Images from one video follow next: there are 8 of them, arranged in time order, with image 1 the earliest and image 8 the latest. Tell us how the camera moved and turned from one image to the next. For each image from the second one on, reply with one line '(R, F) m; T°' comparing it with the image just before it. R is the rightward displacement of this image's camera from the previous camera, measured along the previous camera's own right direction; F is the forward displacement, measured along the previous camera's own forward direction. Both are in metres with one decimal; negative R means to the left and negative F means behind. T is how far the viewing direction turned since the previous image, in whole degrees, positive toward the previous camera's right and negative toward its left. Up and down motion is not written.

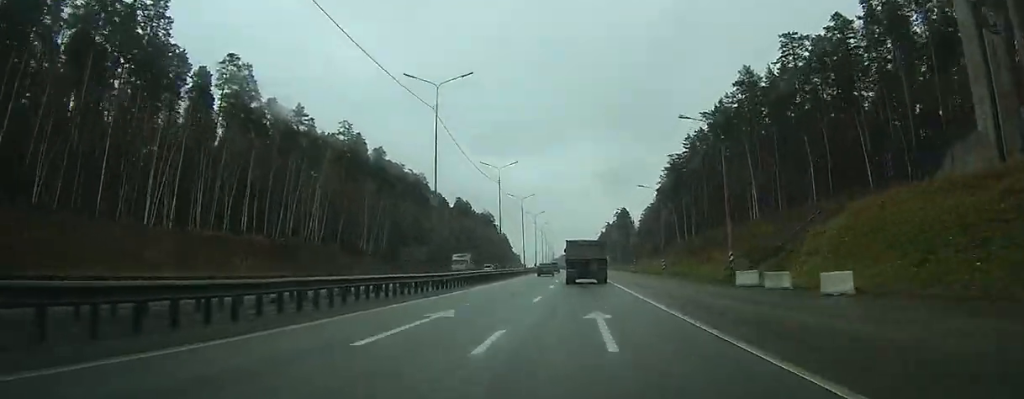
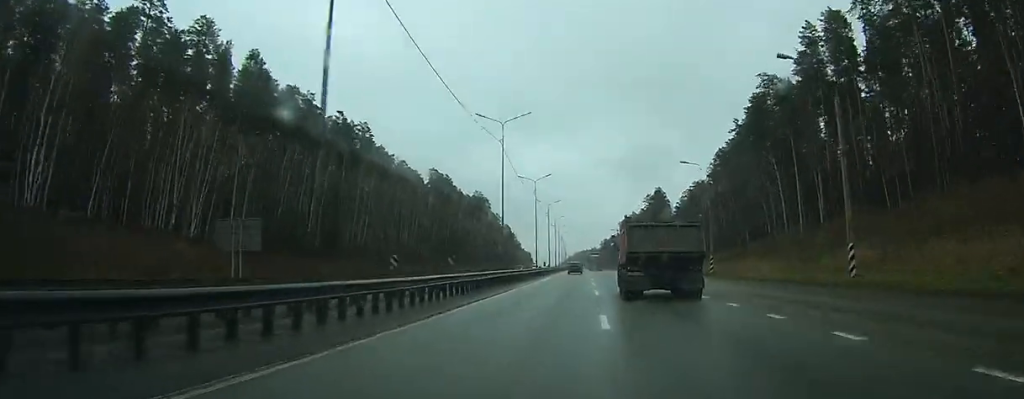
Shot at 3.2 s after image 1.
(0.0, +79.4) m; +1°
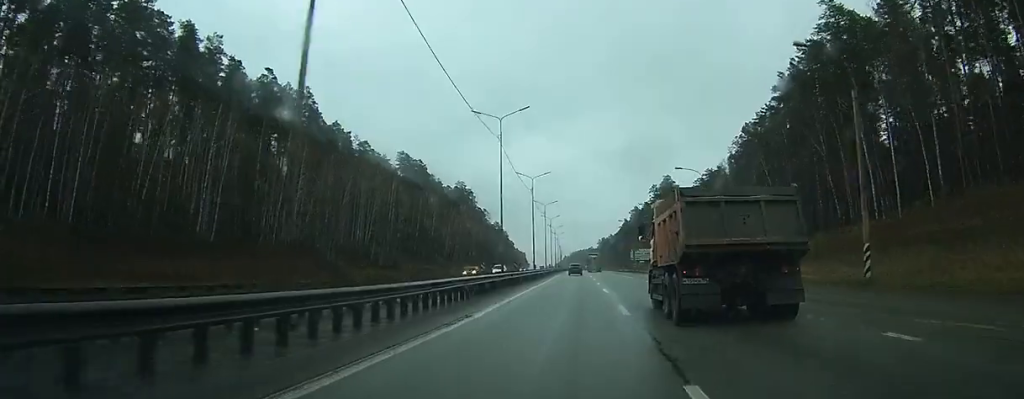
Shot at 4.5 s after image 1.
(+0.7, +32.1) m; 0°
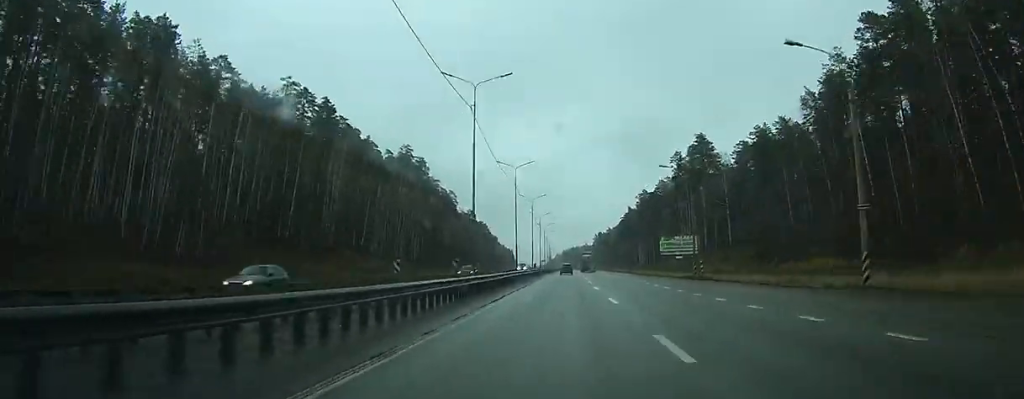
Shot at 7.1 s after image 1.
(-1.1, +66.9) m; +1°
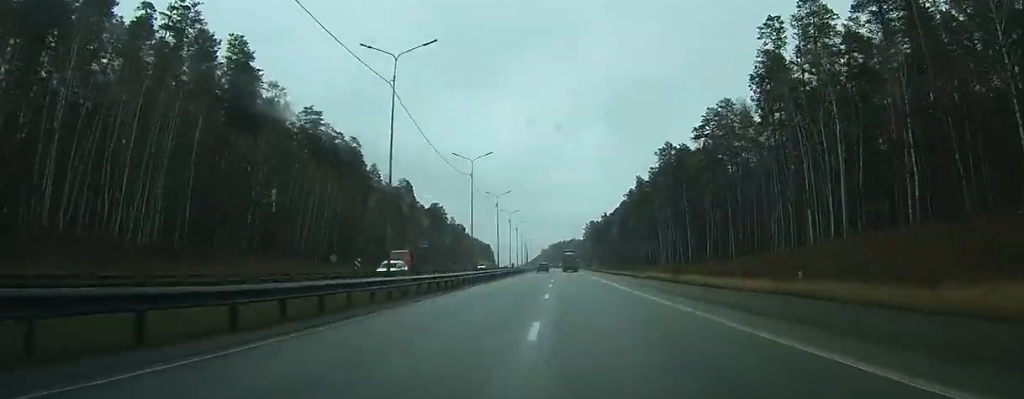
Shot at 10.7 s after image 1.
(+0.4, +93.7) m; -1°
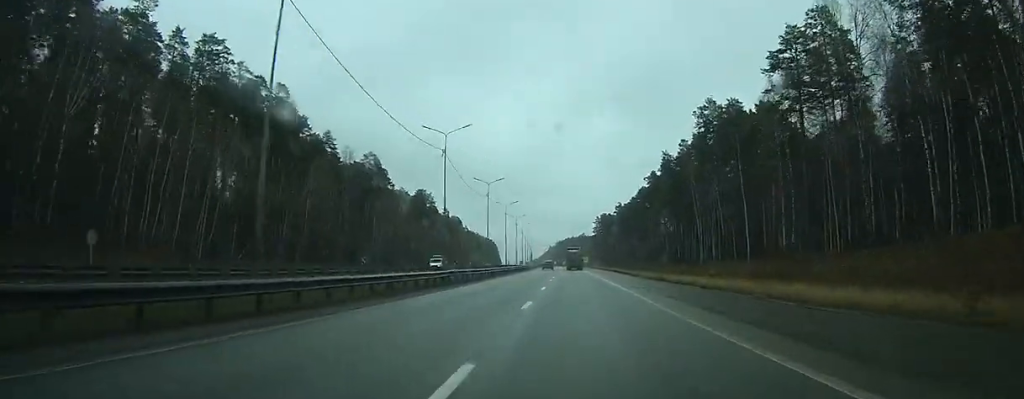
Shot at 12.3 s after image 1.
(+0.6, +41.7) m; 0°
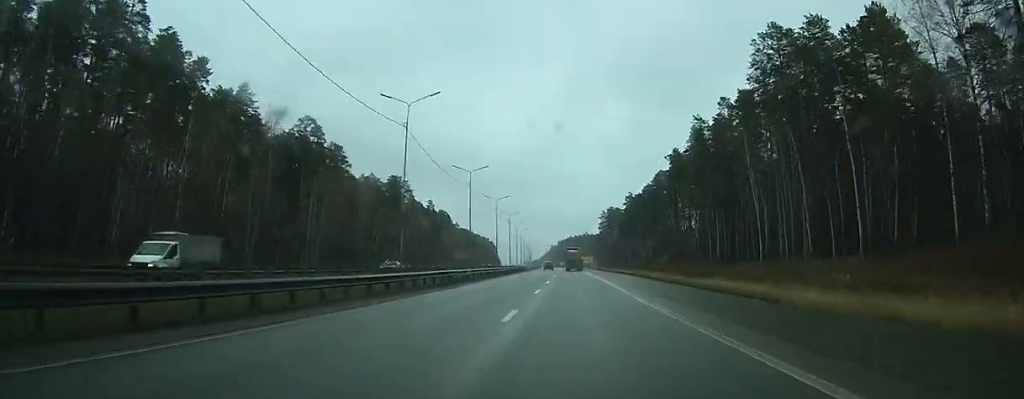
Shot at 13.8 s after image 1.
(0.0, +39.9) m; 0°
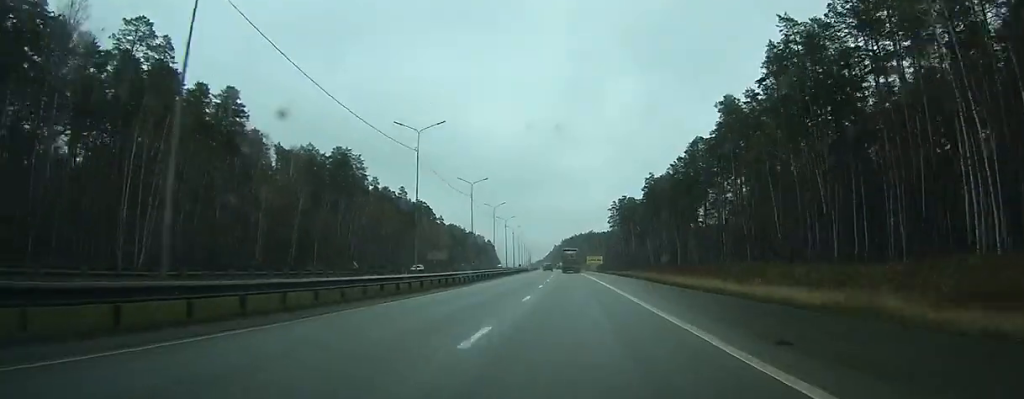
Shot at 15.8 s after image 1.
(-0.1, +52.0) m; 0°
